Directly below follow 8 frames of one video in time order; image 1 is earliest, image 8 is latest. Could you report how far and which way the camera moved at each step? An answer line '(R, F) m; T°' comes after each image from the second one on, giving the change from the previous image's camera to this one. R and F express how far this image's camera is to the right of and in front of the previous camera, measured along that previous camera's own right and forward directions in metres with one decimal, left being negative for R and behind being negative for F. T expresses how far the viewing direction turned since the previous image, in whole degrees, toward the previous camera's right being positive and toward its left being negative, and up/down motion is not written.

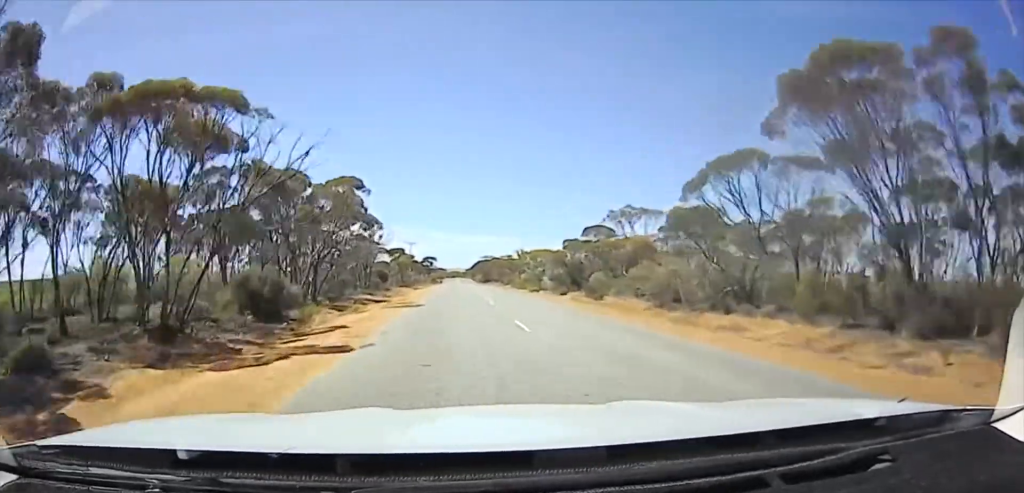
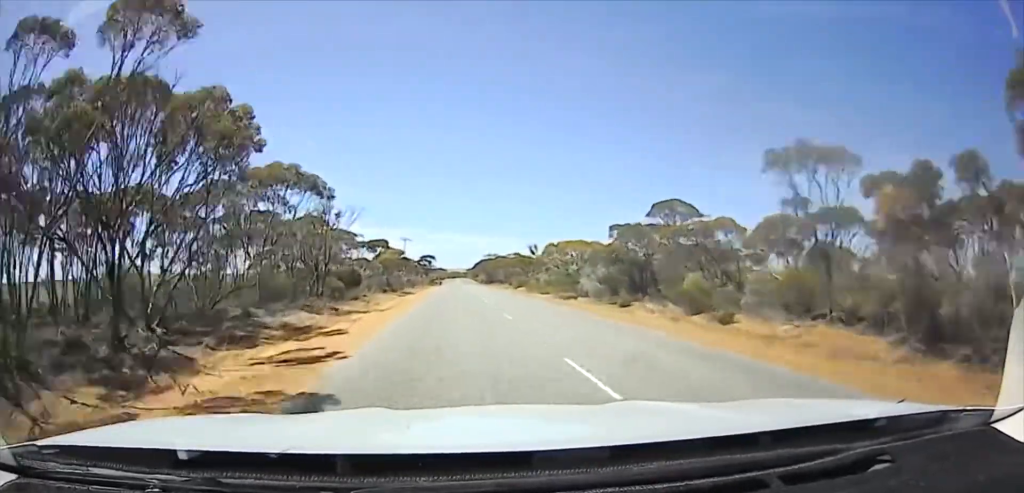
(0.0, +14.5) m; 0°
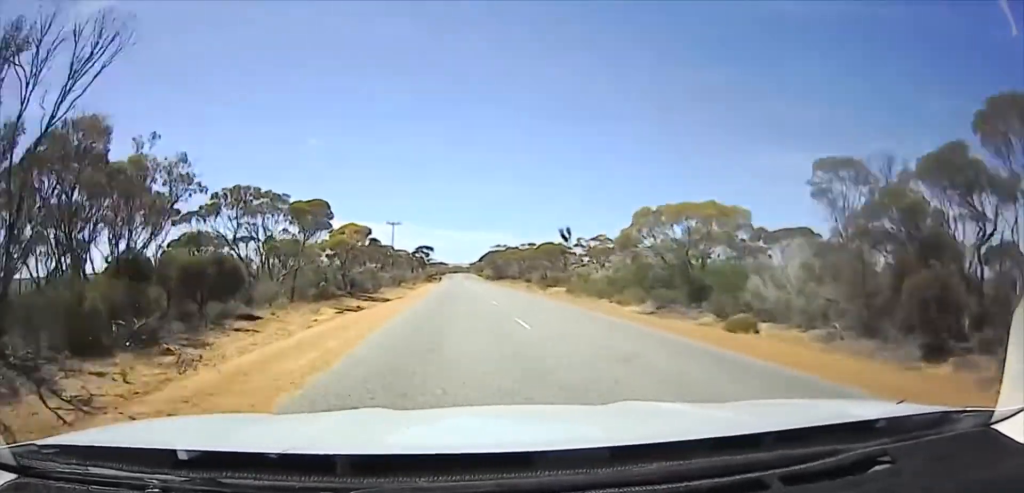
(0.0, +22.5) m; 0°
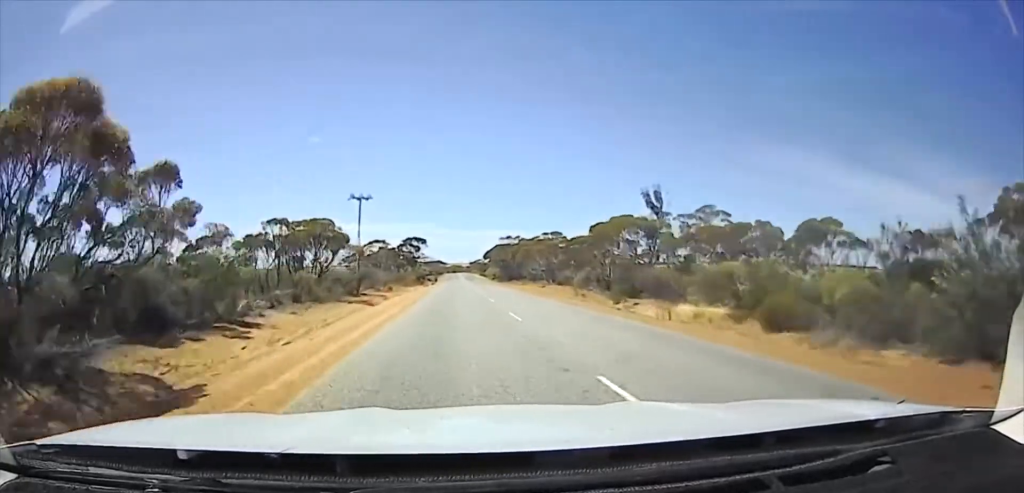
(0.0, +29.5) m; 0°
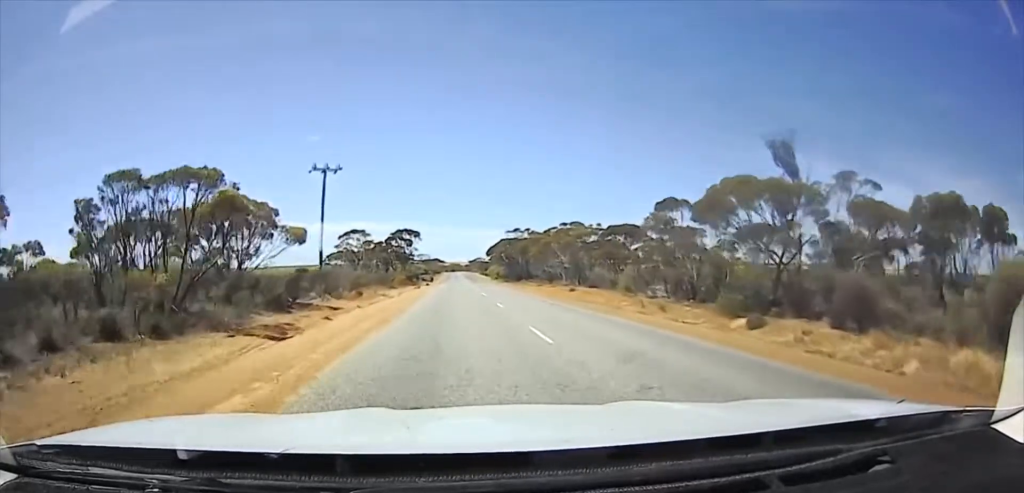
(0.0, +16.3) m; 0°
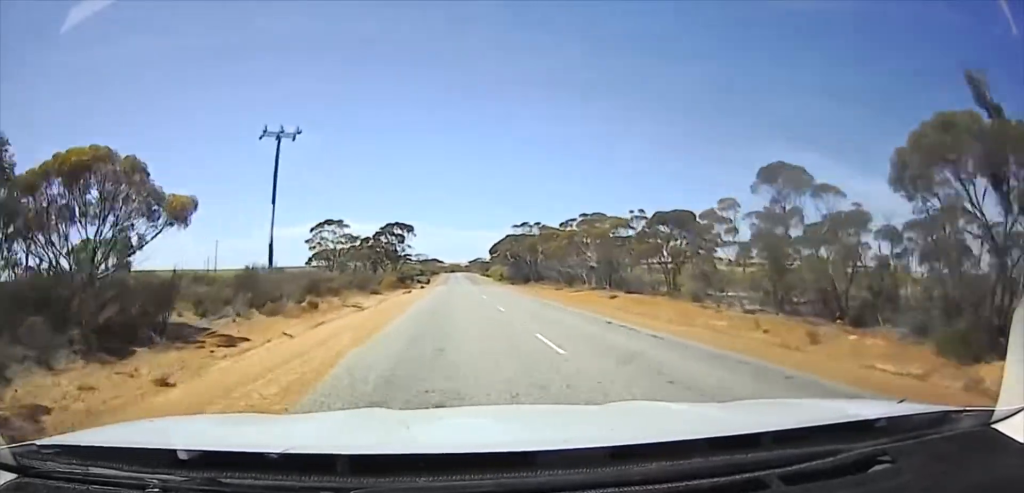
(0.0, +12.2) m; 0°
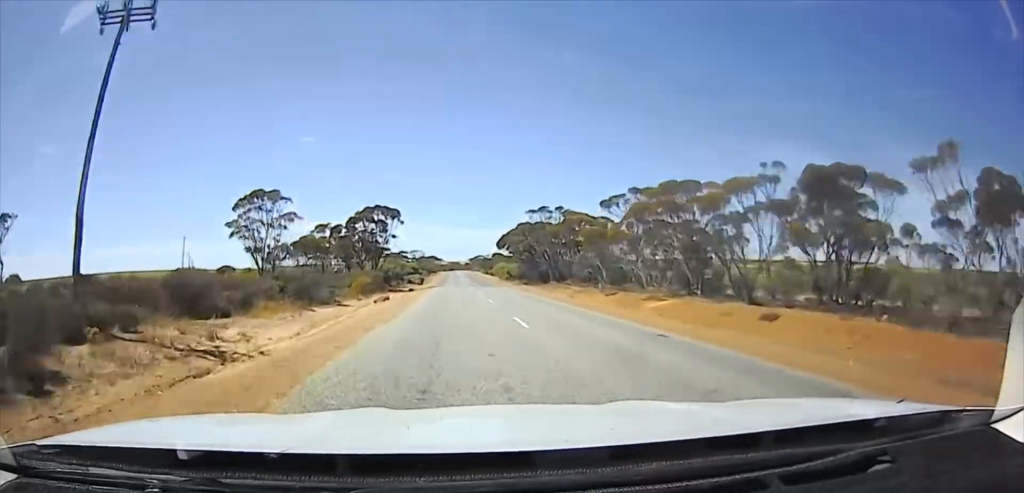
(0.0, +19.7) m; 0°
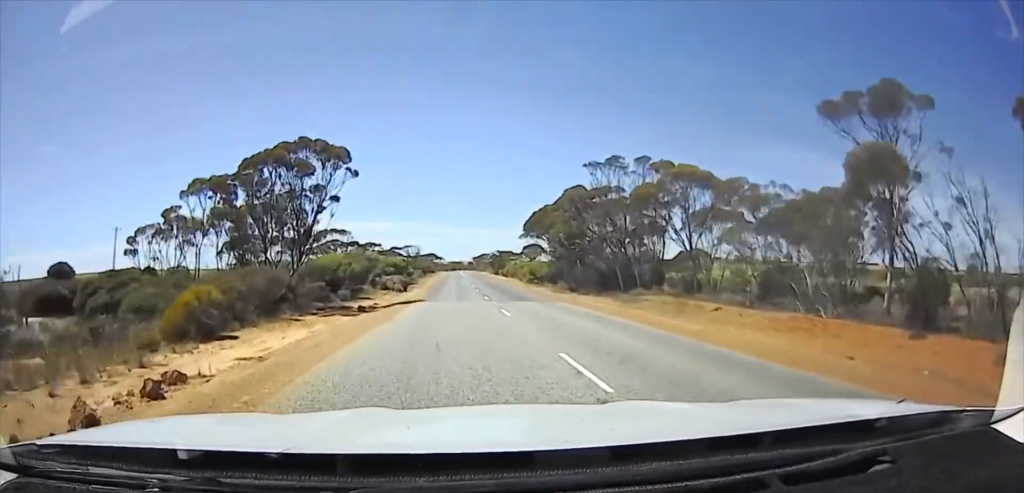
(0.0, +34.1) m; 0°
